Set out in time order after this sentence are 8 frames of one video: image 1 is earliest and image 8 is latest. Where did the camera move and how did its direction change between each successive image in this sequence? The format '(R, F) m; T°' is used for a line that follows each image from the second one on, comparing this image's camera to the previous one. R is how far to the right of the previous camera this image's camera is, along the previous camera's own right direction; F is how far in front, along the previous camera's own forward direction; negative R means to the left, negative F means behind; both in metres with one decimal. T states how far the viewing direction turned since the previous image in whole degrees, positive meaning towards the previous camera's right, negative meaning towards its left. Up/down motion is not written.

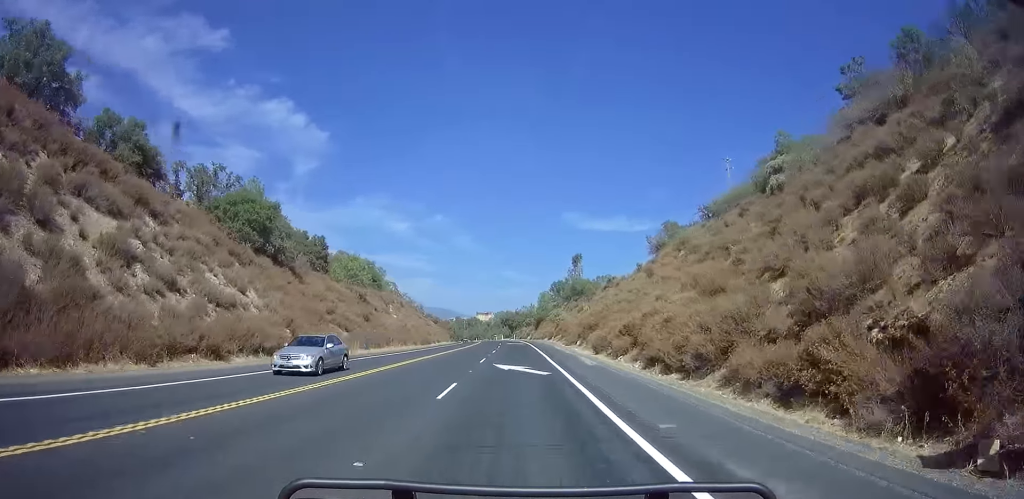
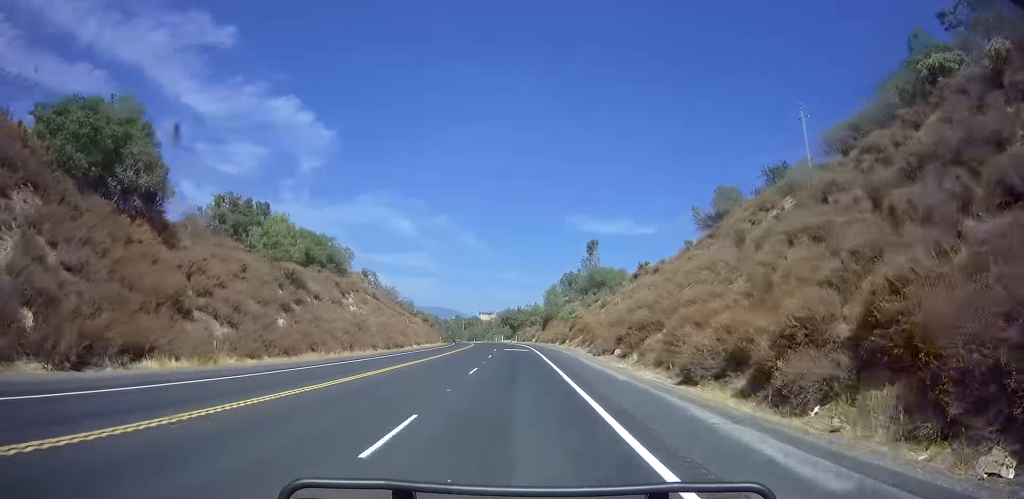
(-0.2, +20.8) m; 0°
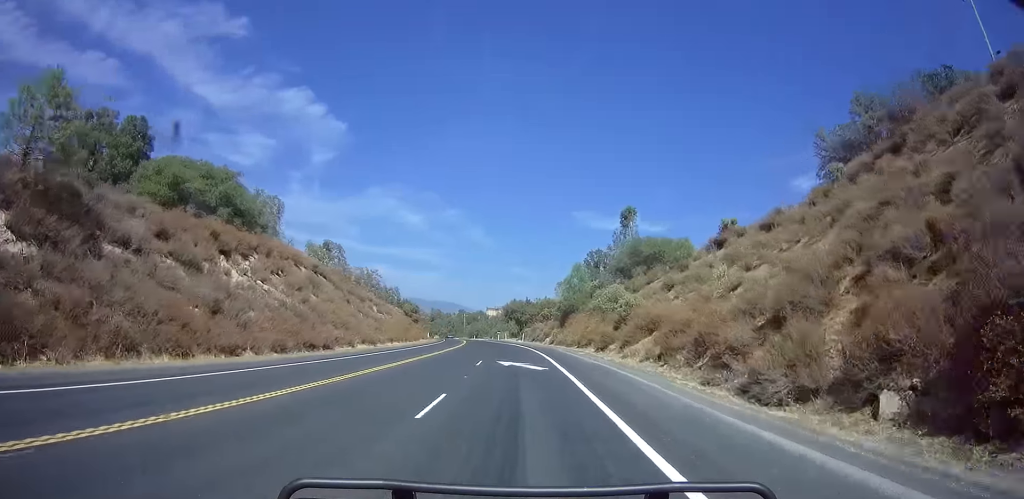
(0.0, +26.0) m; -1°
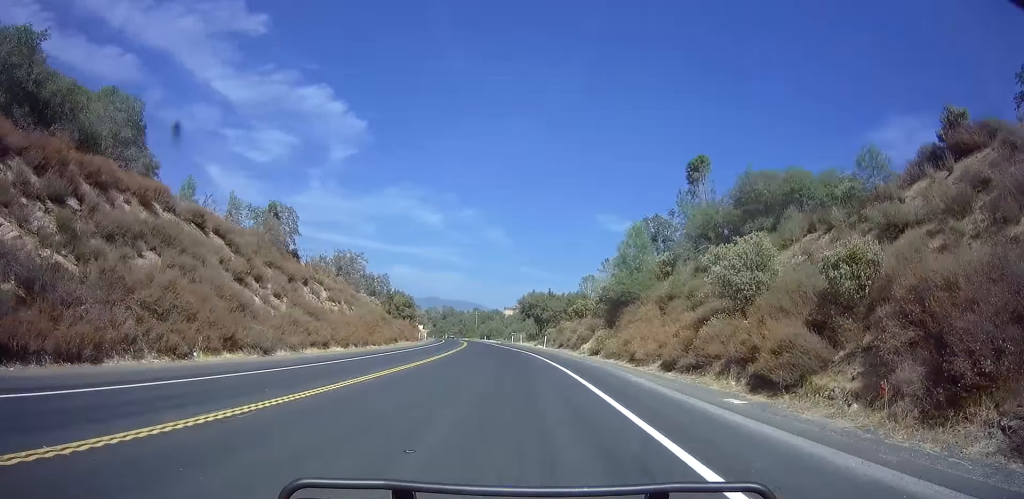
(-0.2, +24.2) m; -2°
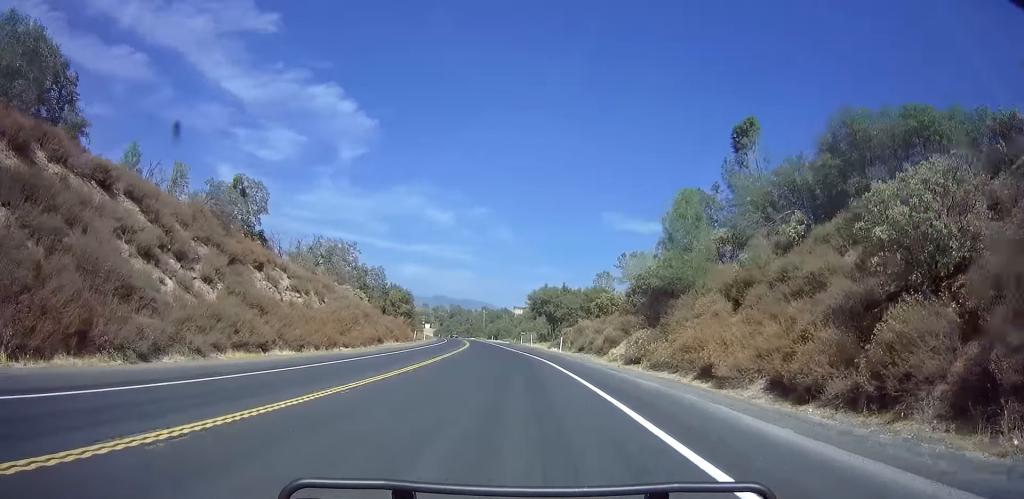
(-0.2, +10.0) m; -1°
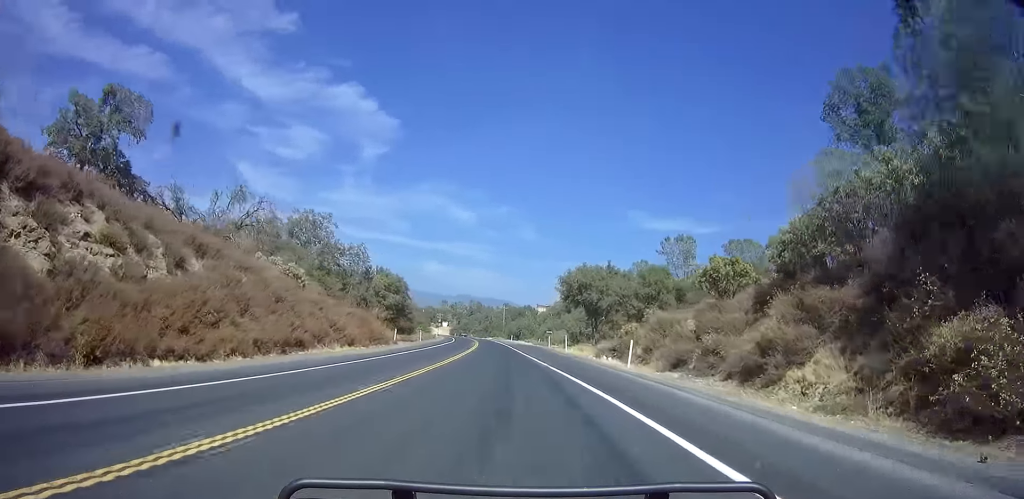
(-0.4, +21.5) m; -2°
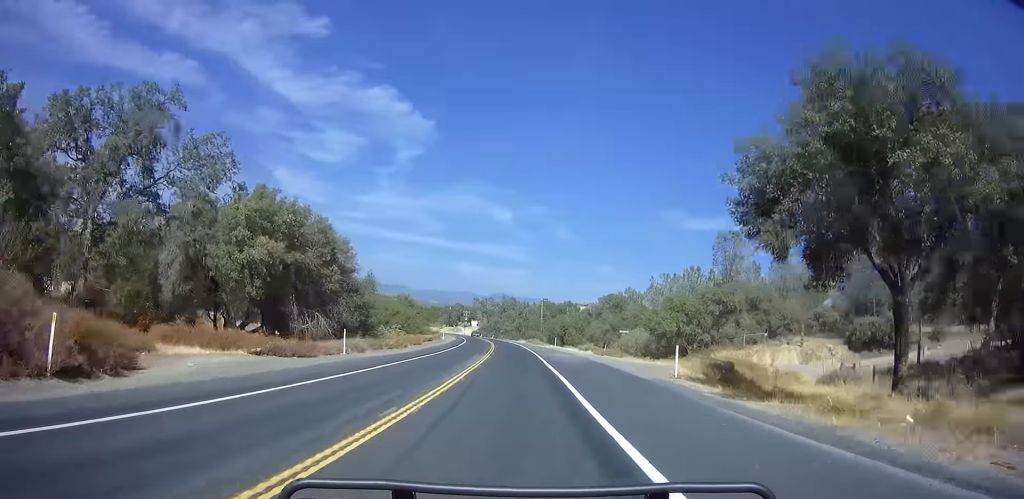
(-1.2, +39.1) m; -5°
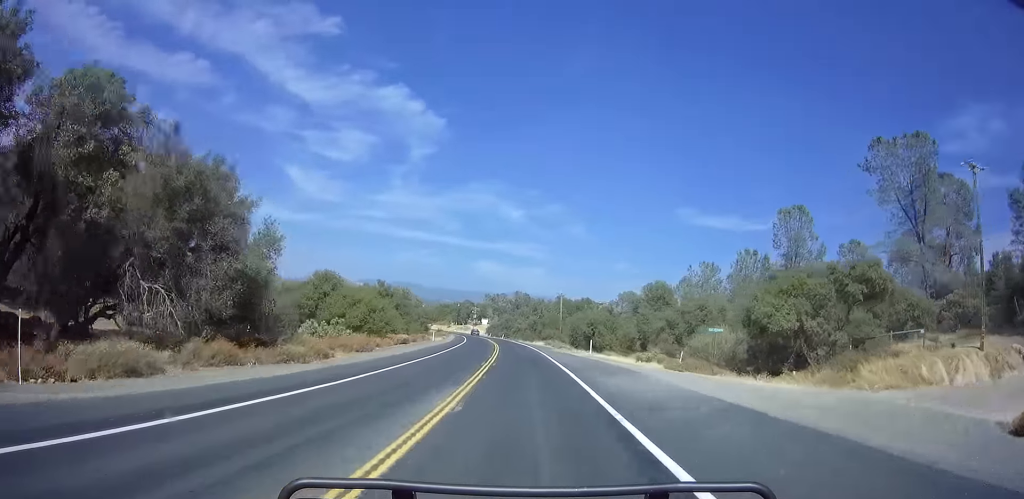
(-0.7, +20.6) m; -1°
